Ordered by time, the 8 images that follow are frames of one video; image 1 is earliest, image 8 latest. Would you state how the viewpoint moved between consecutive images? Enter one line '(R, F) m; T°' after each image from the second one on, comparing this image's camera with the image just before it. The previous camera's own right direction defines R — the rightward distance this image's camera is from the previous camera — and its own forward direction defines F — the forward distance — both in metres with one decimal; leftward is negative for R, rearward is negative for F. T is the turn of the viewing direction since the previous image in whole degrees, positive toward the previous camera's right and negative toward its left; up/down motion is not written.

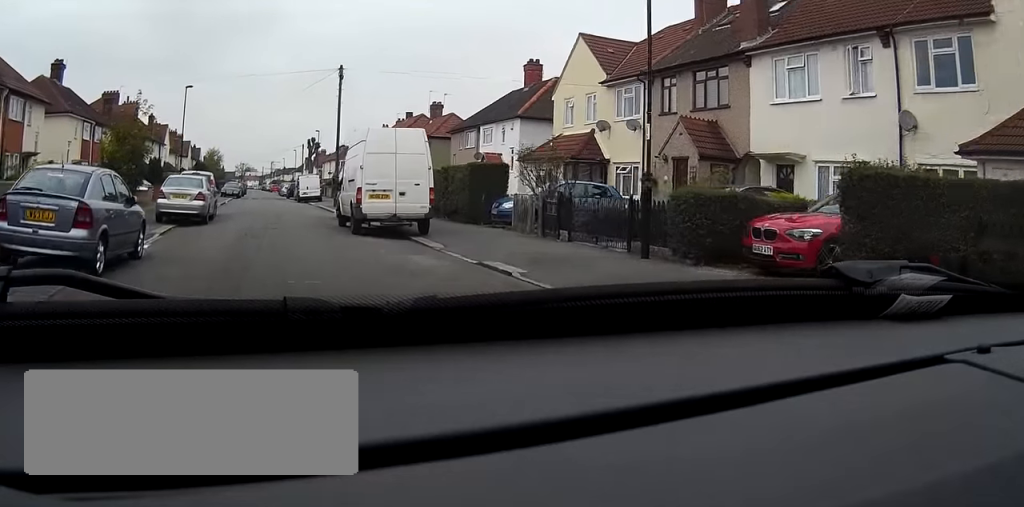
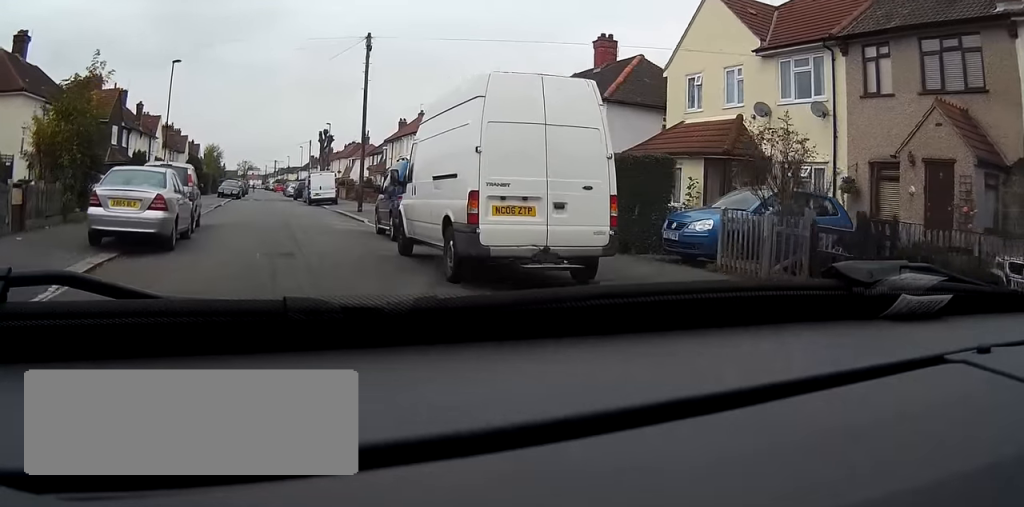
(+0.2, +9.4) m; +2°
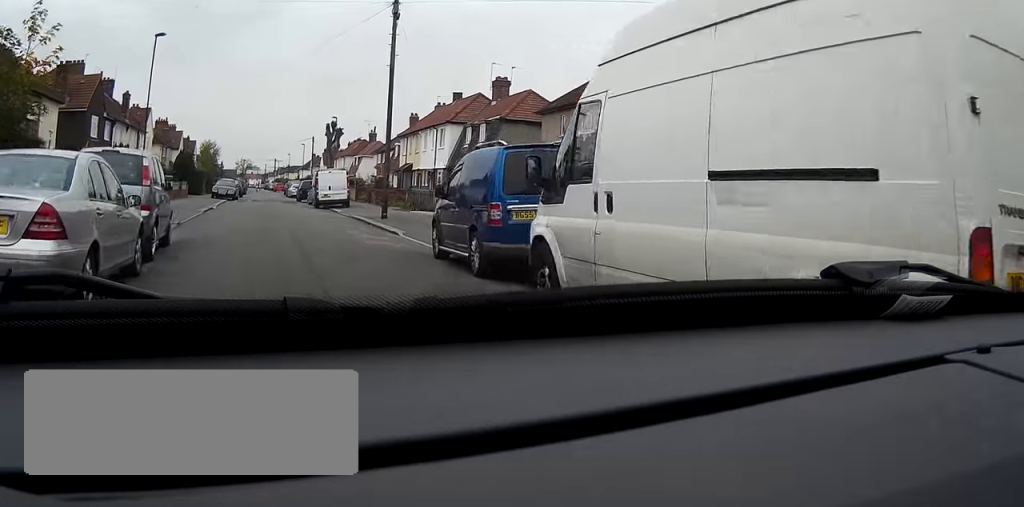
(+0.1, +6.9) m; +1°
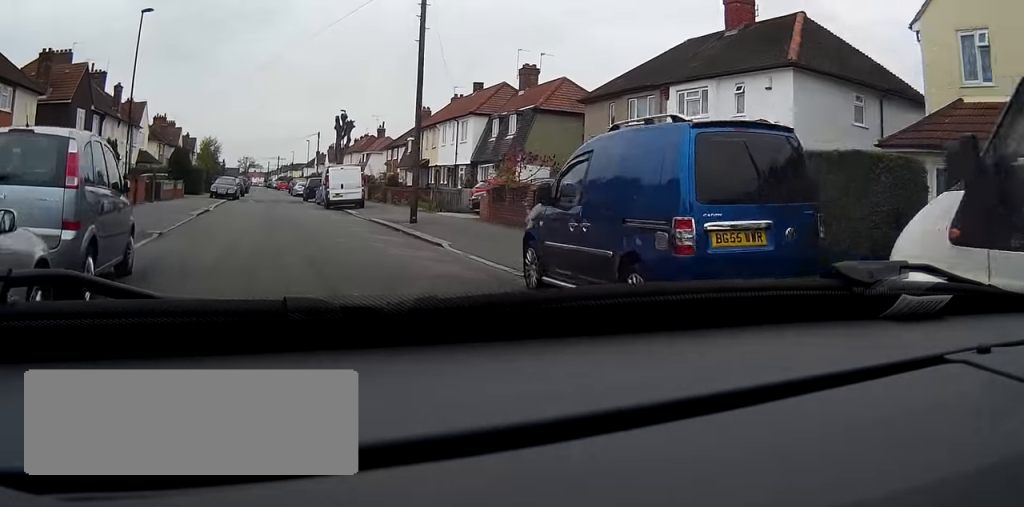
(0.0, +4.6) m; +1°
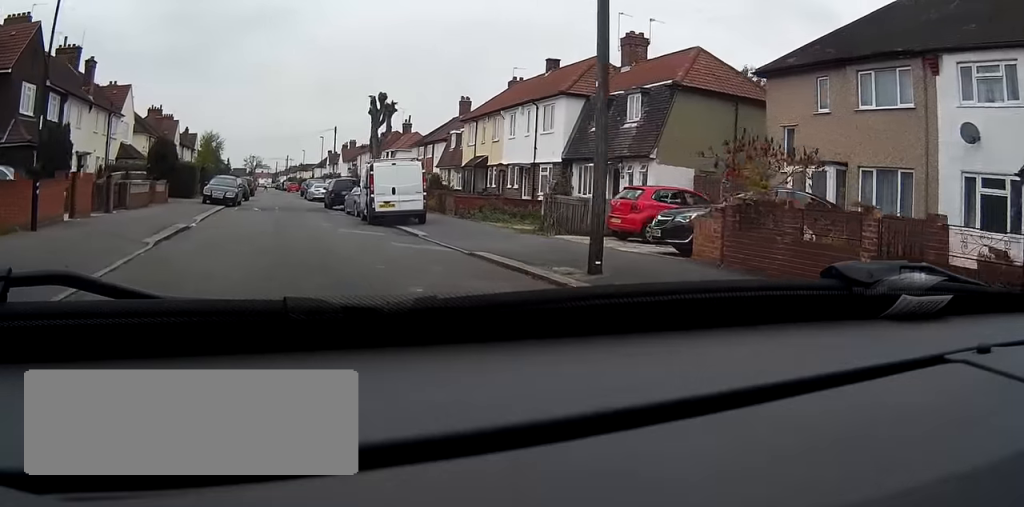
(0.0, +11.8) m; -1°
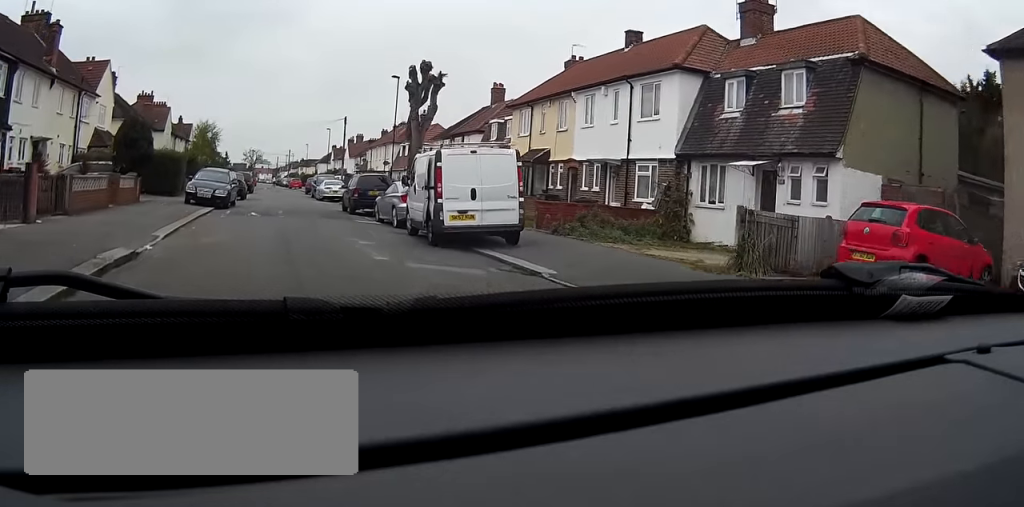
(-0.2, +8.8) m; -1°
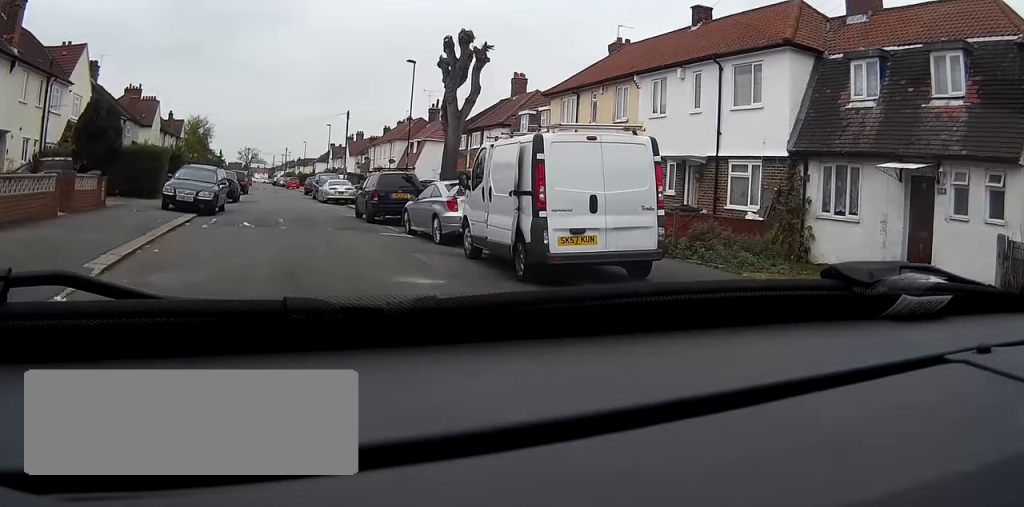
(0.0, +5.8) m; 0°
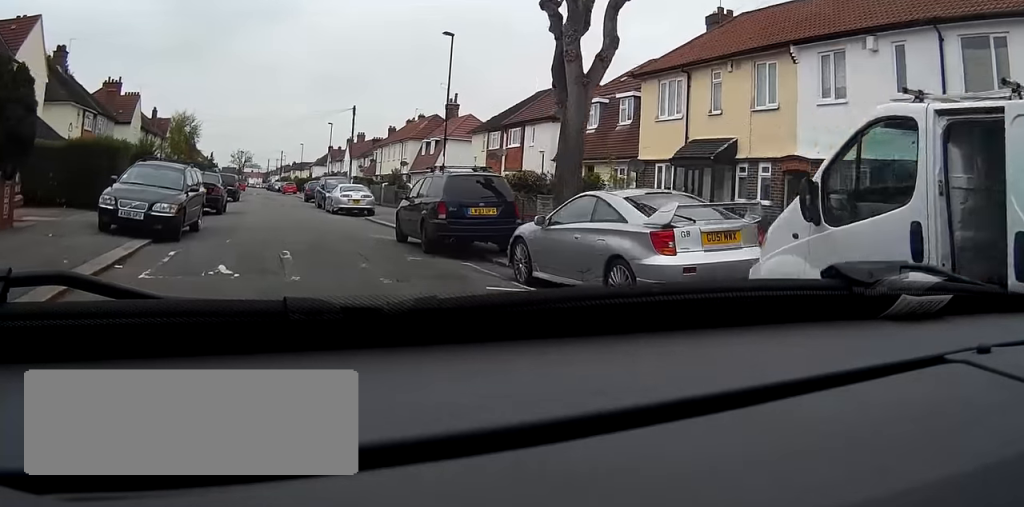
(0.0, +8.8) m; 0°
